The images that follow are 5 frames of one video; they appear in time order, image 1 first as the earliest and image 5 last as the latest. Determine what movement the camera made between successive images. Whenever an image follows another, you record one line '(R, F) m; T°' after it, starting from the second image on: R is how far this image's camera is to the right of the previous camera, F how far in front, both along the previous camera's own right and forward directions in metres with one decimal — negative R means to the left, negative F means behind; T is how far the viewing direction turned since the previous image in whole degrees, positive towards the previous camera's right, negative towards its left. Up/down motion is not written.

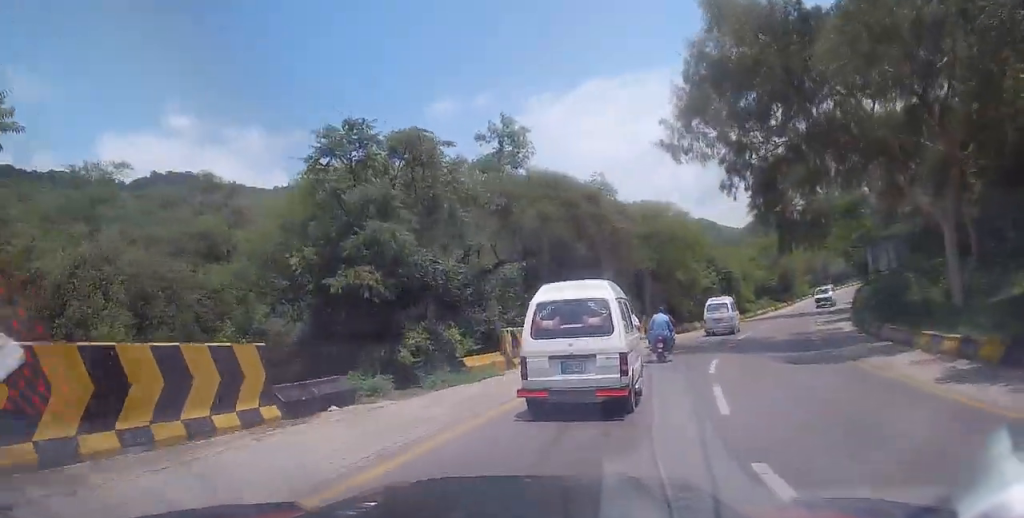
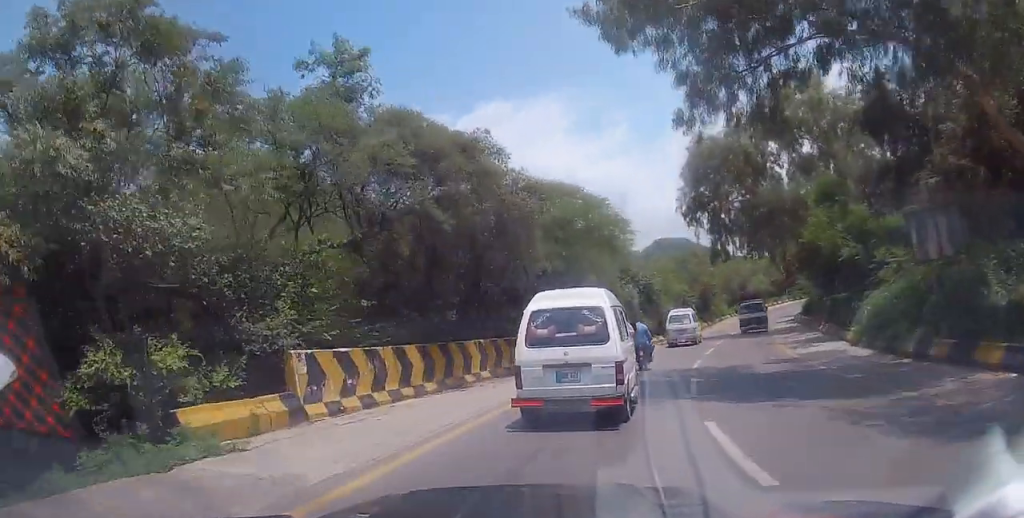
(+0.7, +9.2) m; +8°
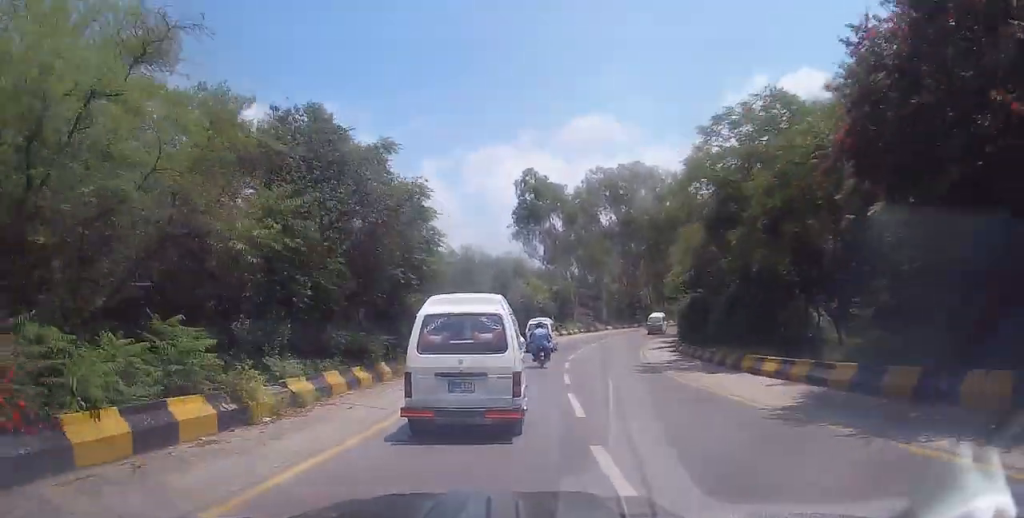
(+14.1, +47.6) m; +25°
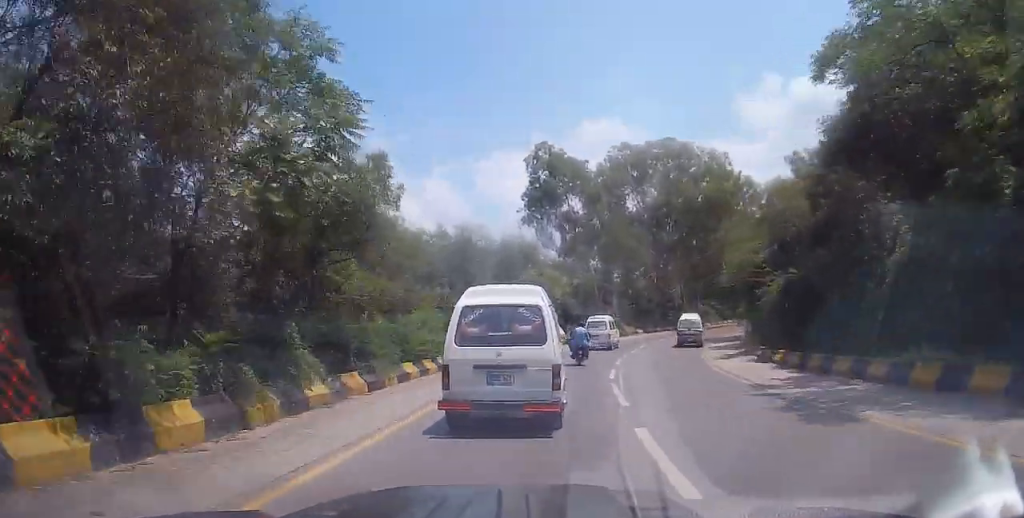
(+0.3, +11.1) m; +2°
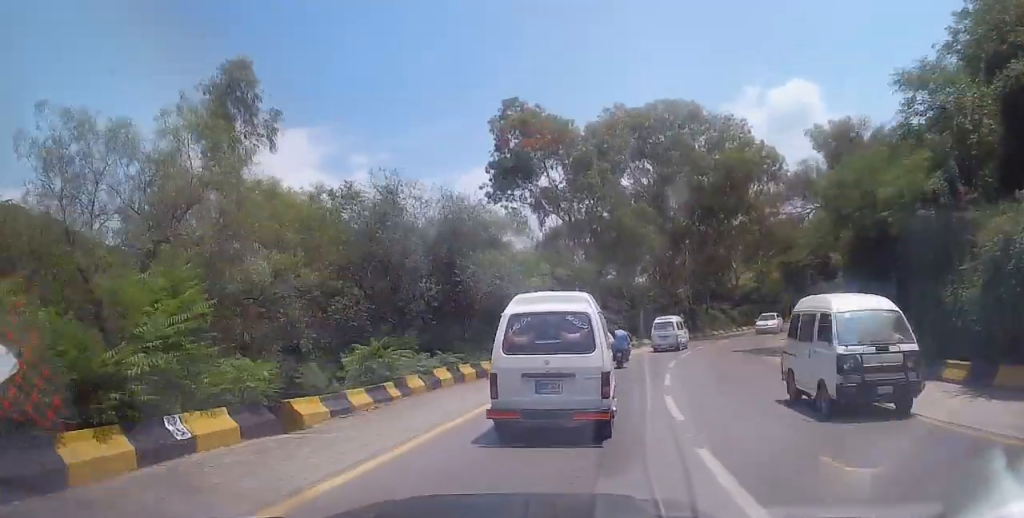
(+0.1, +13.5) m; +1°
